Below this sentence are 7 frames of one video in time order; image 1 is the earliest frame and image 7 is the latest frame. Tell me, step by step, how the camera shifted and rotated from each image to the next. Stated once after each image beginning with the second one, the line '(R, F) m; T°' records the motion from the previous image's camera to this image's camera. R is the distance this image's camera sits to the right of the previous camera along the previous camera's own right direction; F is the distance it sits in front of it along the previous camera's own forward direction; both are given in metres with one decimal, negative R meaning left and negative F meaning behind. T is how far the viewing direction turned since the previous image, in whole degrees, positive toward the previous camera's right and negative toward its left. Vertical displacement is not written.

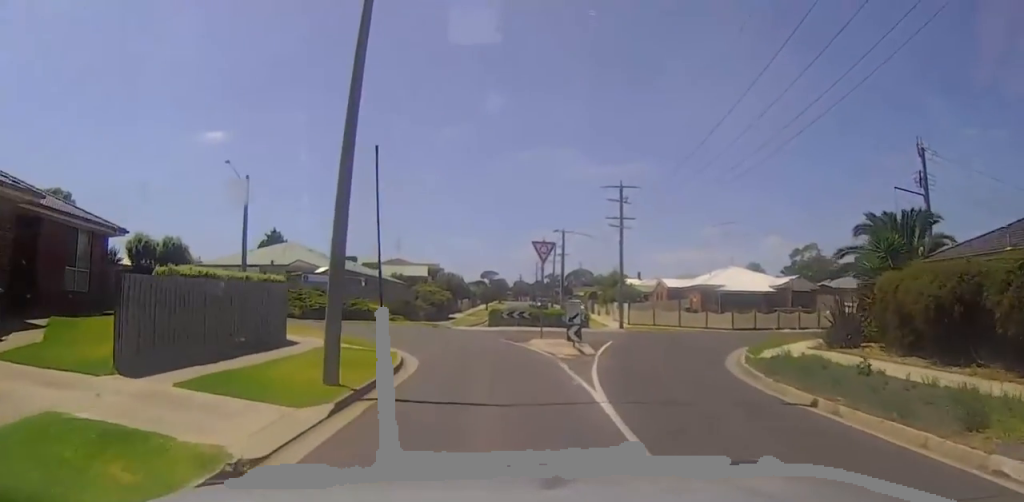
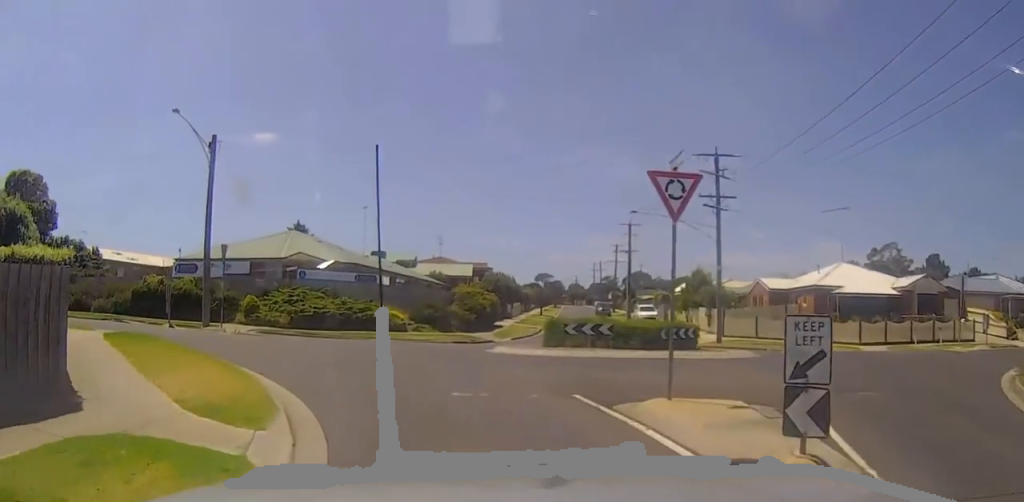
(-1.2, +14.5) m; 0°
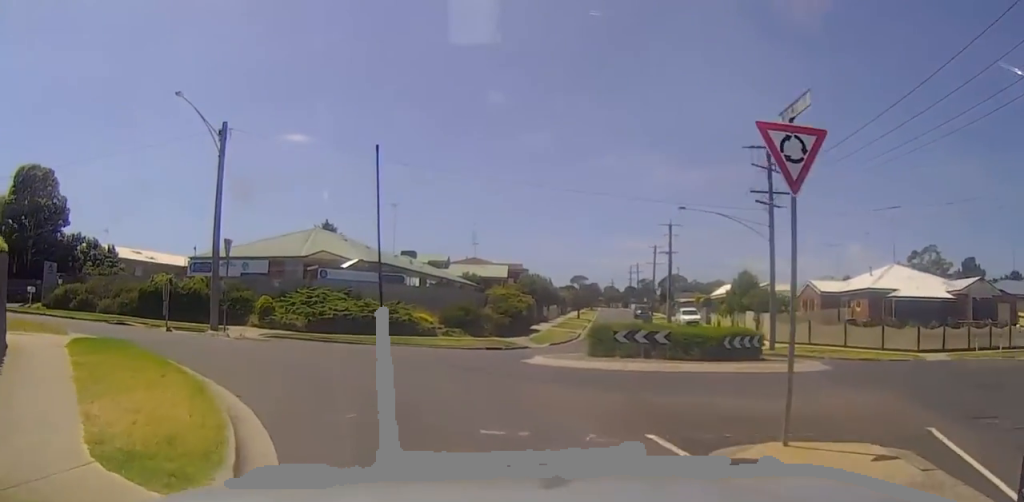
(+0.9, +3.1) m; +1°
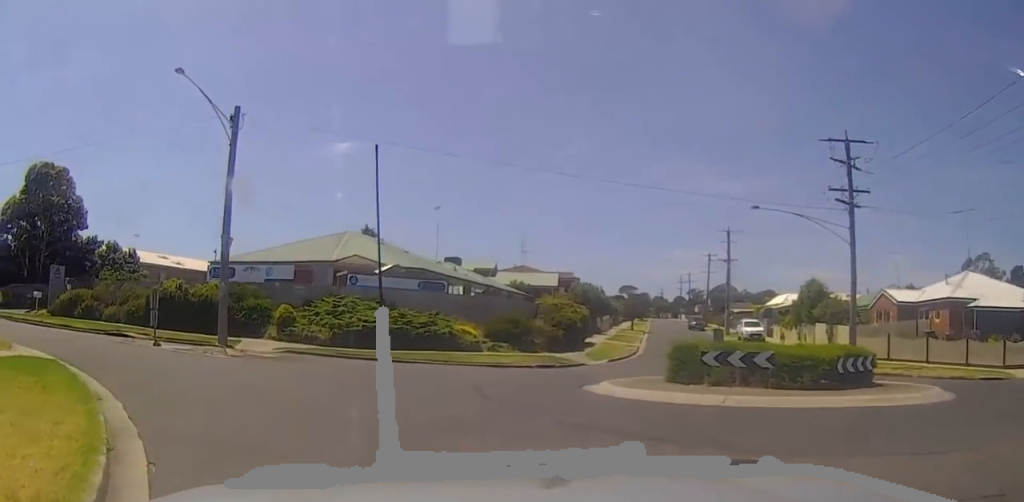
(-0.2, +4.0) m; -7°
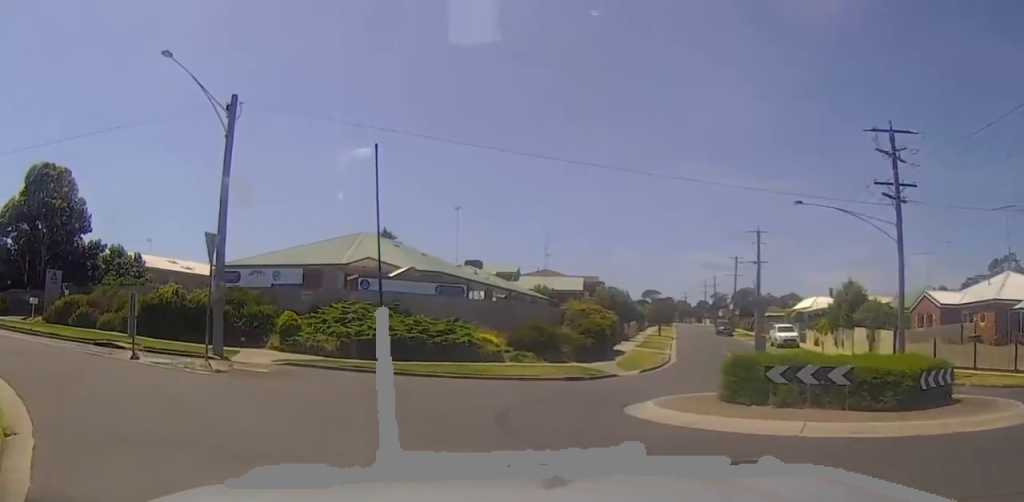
(-0.4, +2.3) m; -7°
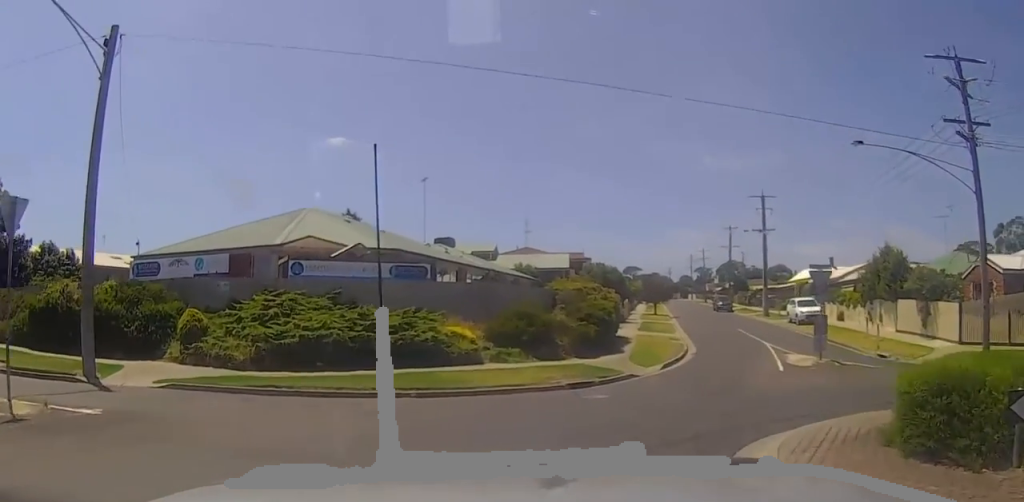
(-0.1, +6.8) m; +7°
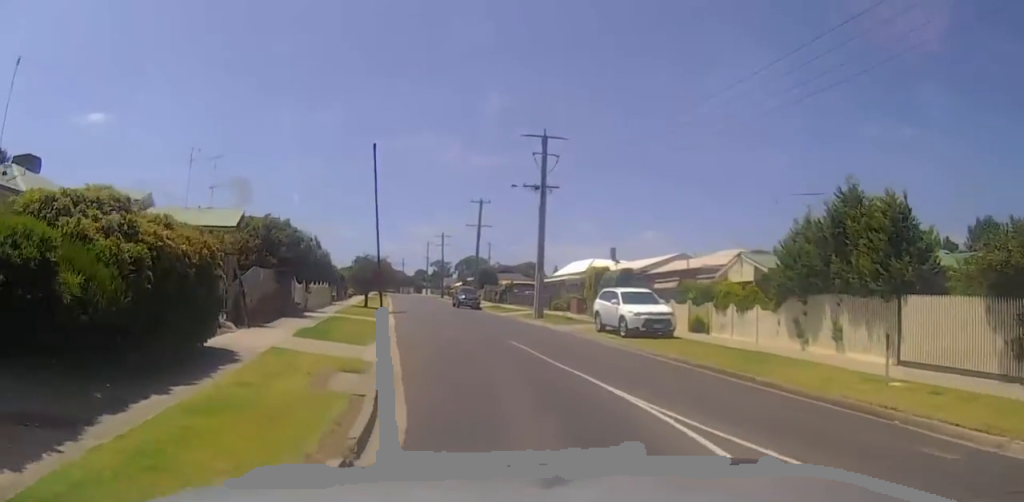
(+2.8, +19.2) m; +12°
